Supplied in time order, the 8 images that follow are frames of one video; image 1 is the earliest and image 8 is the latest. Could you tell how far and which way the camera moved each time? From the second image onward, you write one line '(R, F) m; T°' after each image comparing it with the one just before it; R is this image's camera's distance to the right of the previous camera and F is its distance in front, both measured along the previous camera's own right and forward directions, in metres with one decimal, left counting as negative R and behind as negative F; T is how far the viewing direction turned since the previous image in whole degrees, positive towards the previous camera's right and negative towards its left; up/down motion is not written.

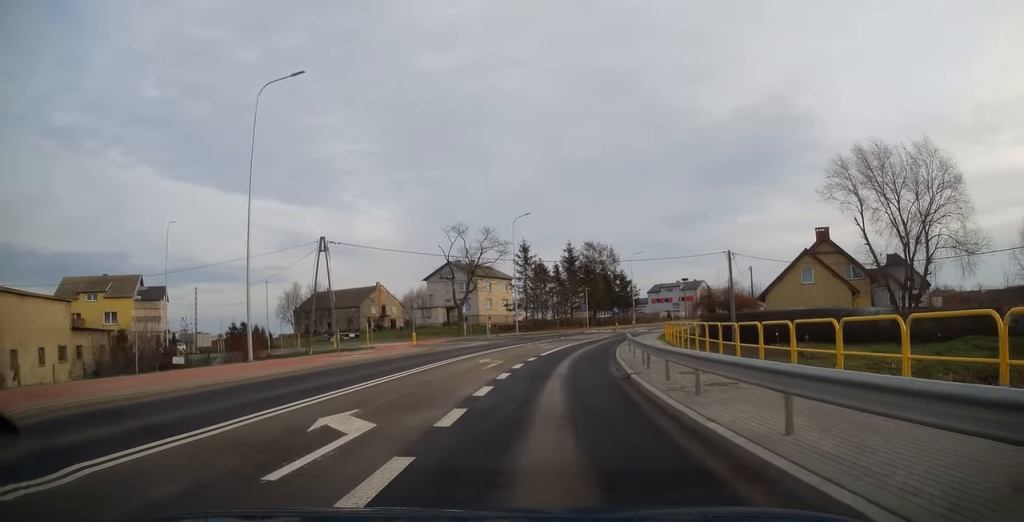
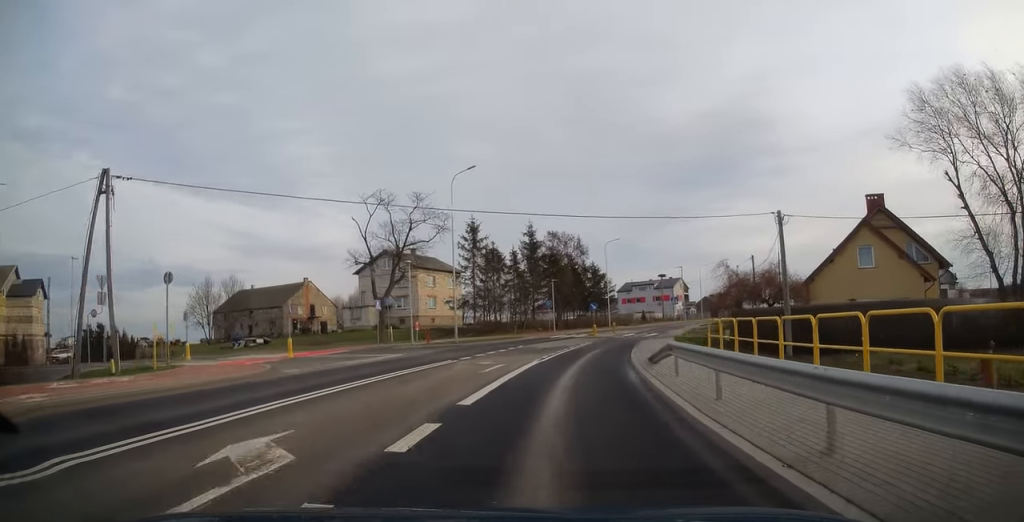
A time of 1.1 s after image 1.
(-0.1, +17.2) m; +1°
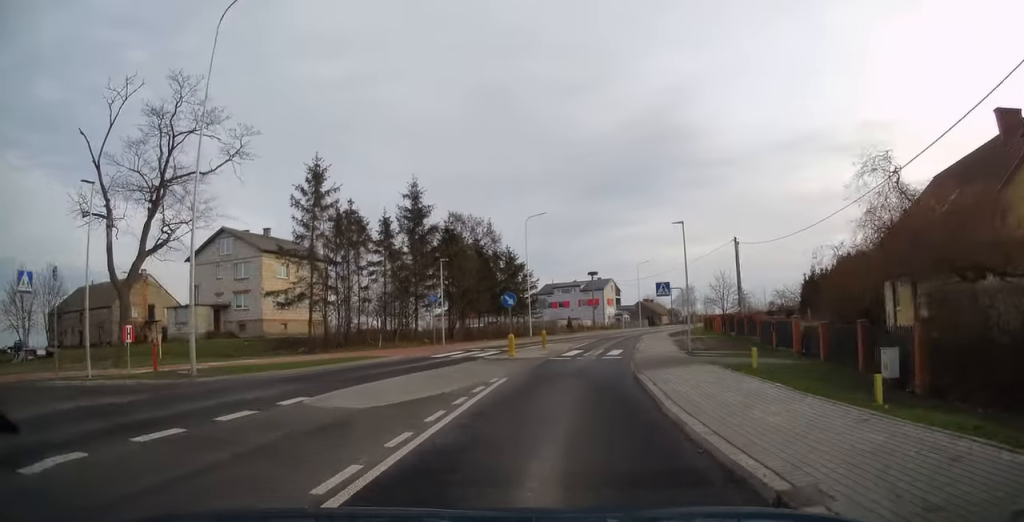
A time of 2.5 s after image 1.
(+1.0, +22.9) m; +6°
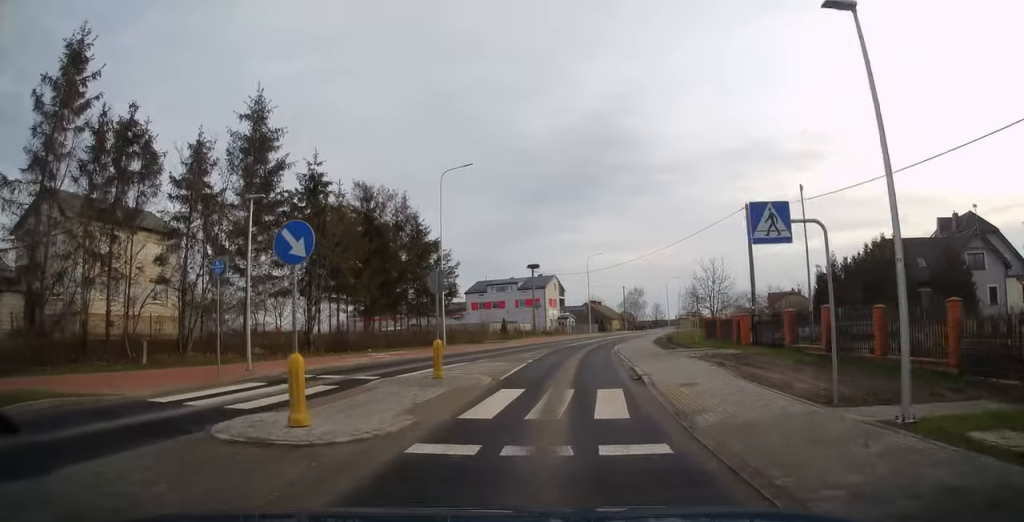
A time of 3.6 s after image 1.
(+0.7, +17.7) m; +4°
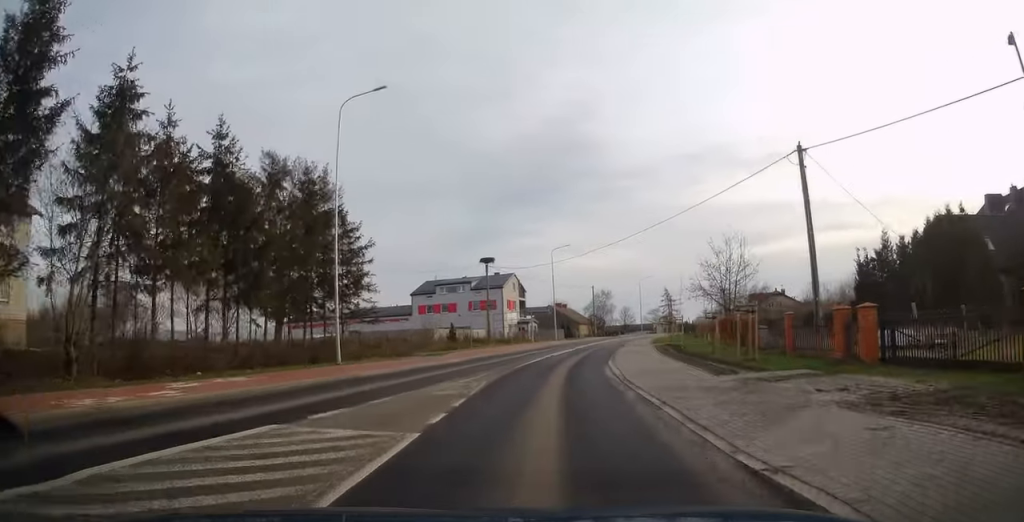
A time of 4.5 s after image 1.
(+0.2, +13.5) m; +5°
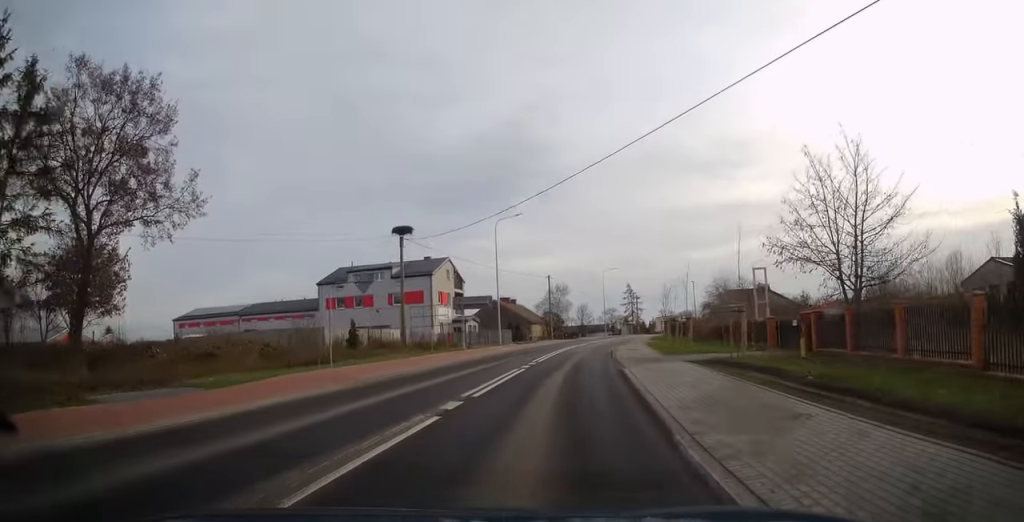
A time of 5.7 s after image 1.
(+1.6, +19.5) m; +6°
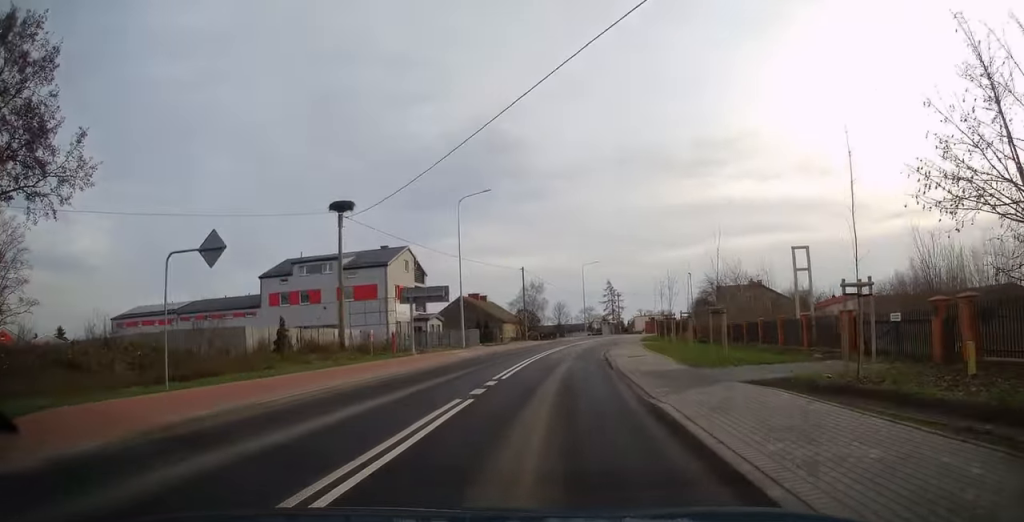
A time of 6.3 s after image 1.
(-0.2, +8.9) m; +2°
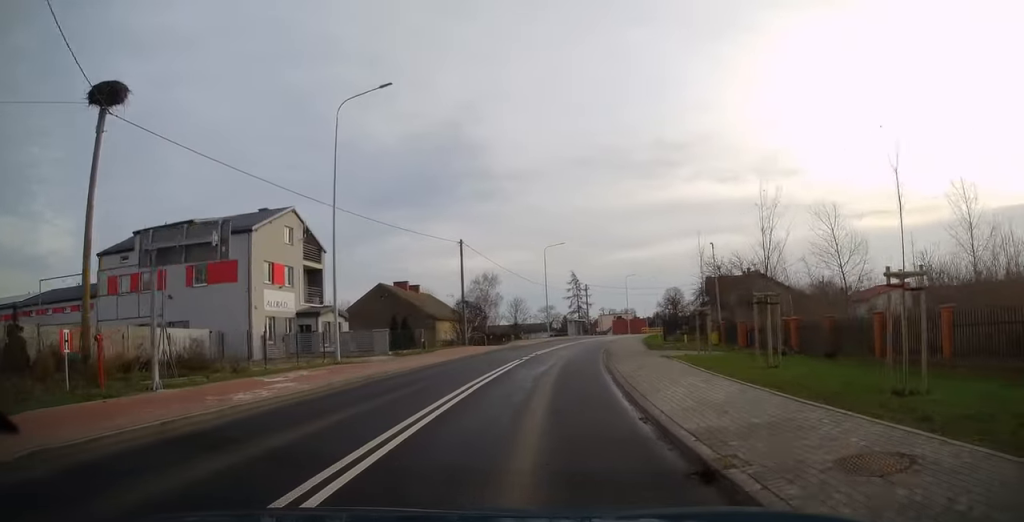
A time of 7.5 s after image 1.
(+1.1, +19.3) m; +5°
